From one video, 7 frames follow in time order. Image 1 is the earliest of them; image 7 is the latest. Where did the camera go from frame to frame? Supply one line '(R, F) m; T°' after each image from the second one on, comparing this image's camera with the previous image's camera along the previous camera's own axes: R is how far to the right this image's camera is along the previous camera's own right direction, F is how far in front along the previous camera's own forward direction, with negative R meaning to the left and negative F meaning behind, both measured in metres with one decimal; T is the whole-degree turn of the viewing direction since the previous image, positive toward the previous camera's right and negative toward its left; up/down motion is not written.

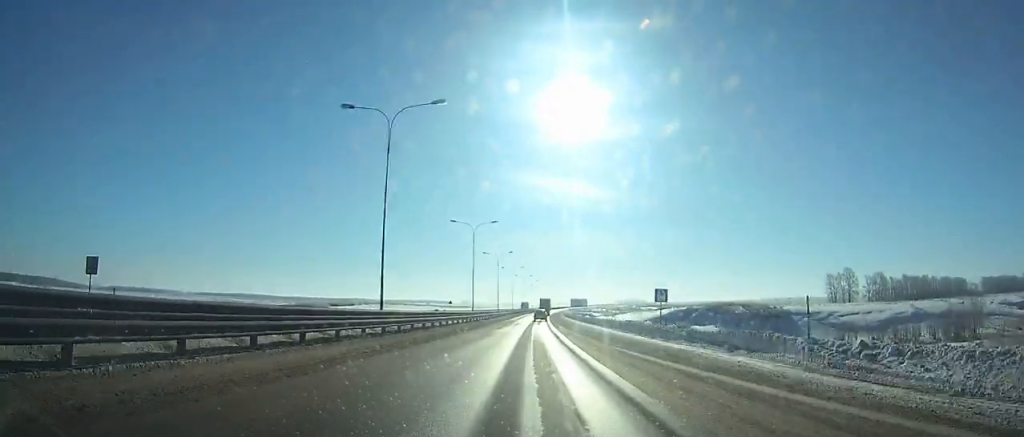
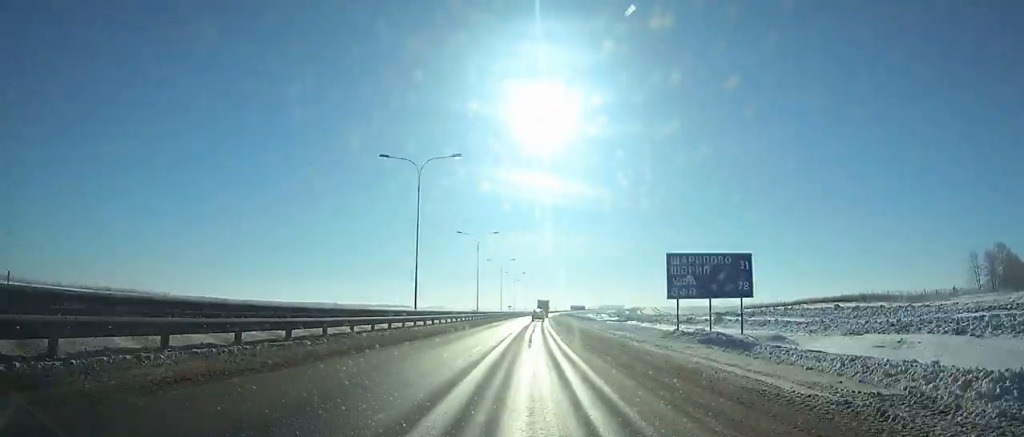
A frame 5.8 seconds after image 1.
(+4.6, +149.2) m; +3°
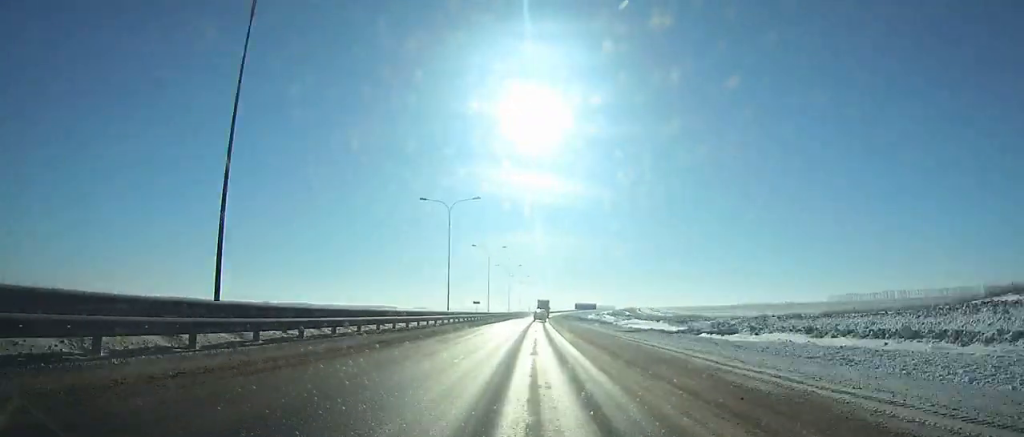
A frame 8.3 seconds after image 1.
(+0.6, +64.3) m; +1°
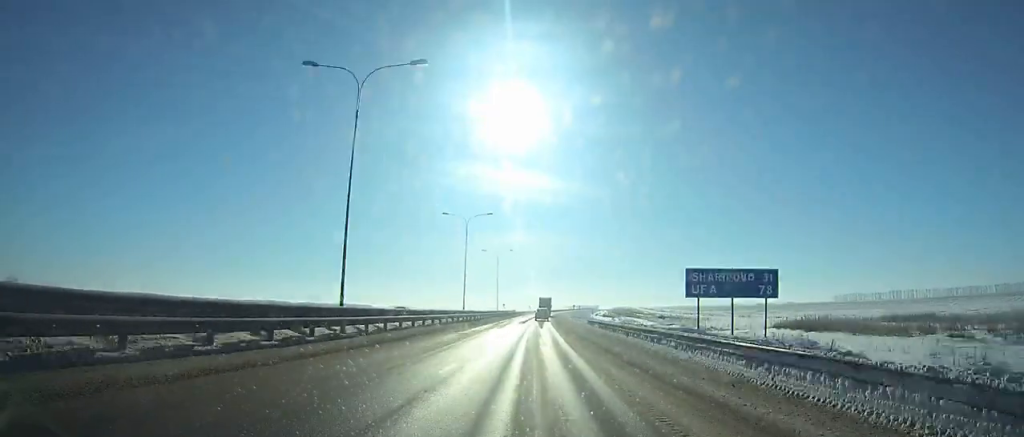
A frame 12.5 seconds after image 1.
(+1.7, +108.9) m; +2°
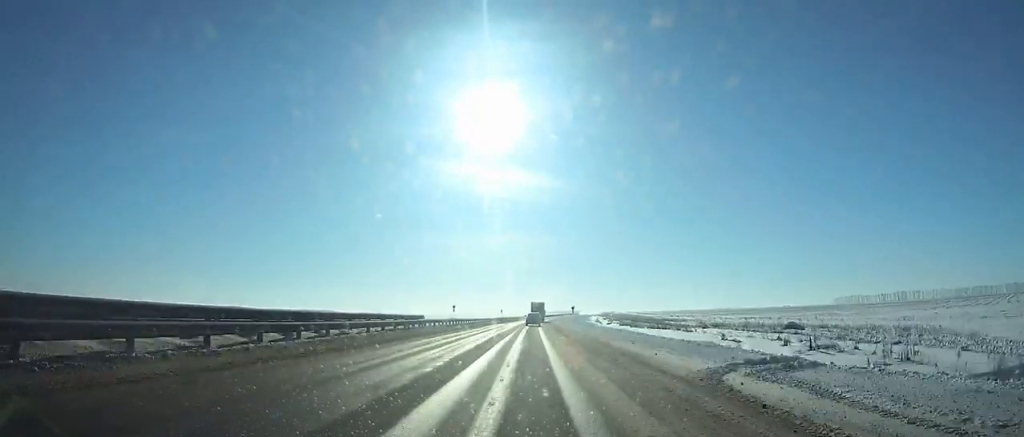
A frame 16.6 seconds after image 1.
(+1.7, +107.8) m; +1°
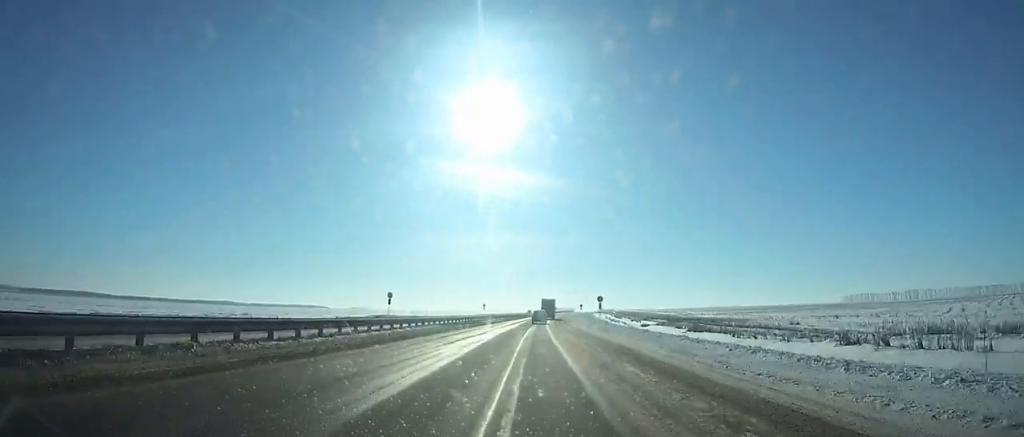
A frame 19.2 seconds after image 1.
(+0.5, +69.0) m; +1°
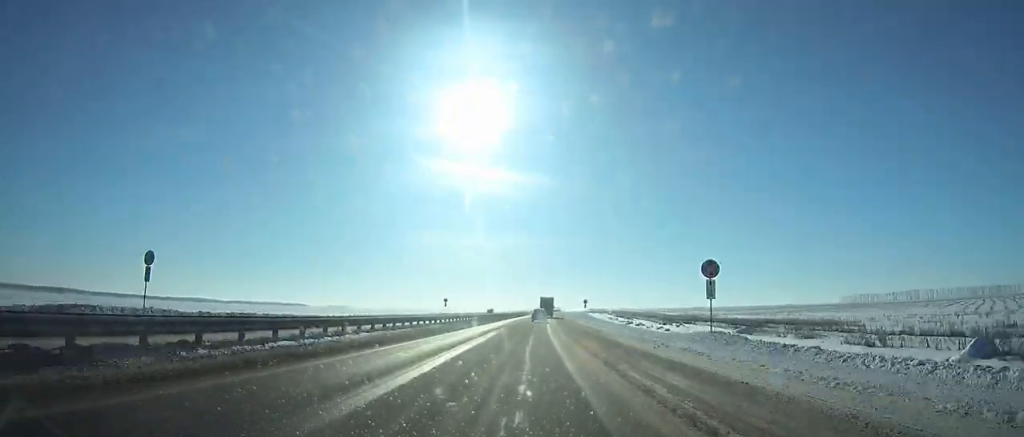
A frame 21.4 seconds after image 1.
(+0.3, +58.5) m; +1°
